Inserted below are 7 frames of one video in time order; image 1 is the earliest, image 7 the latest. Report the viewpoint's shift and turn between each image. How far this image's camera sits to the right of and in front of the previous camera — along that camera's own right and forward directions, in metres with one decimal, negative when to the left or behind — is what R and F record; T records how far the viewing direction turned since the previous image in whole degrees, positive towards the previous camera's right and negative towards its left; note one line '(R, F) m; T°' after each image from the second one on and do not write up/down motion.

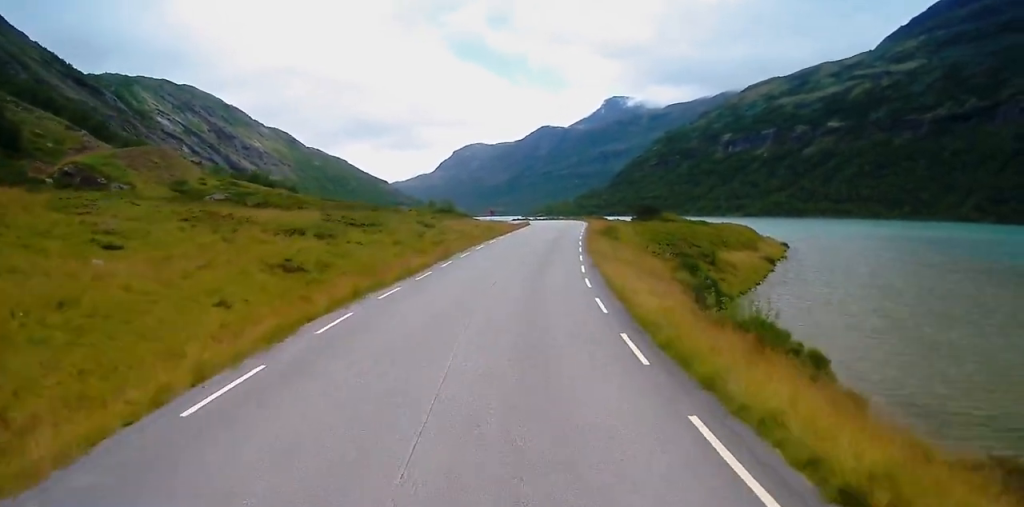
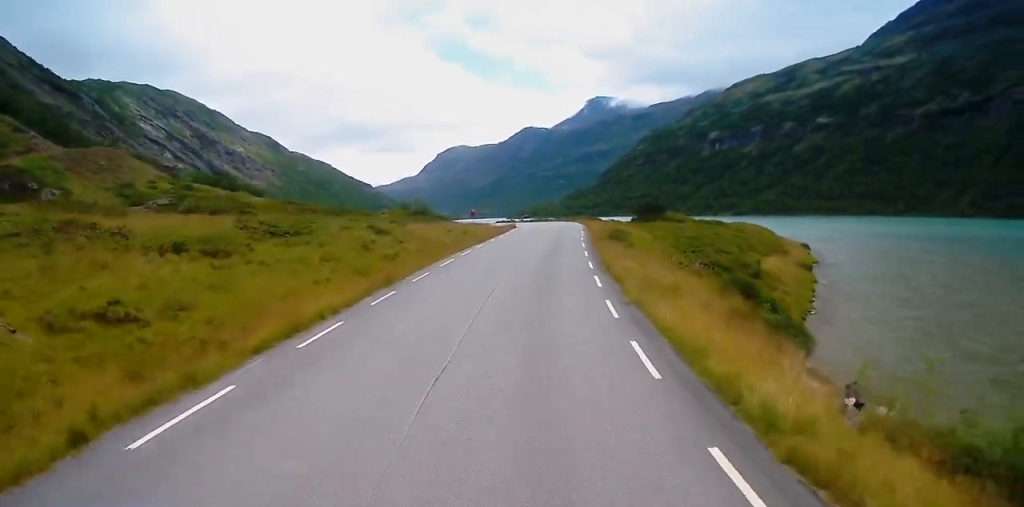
(+0.4, +13.4) m; +2°
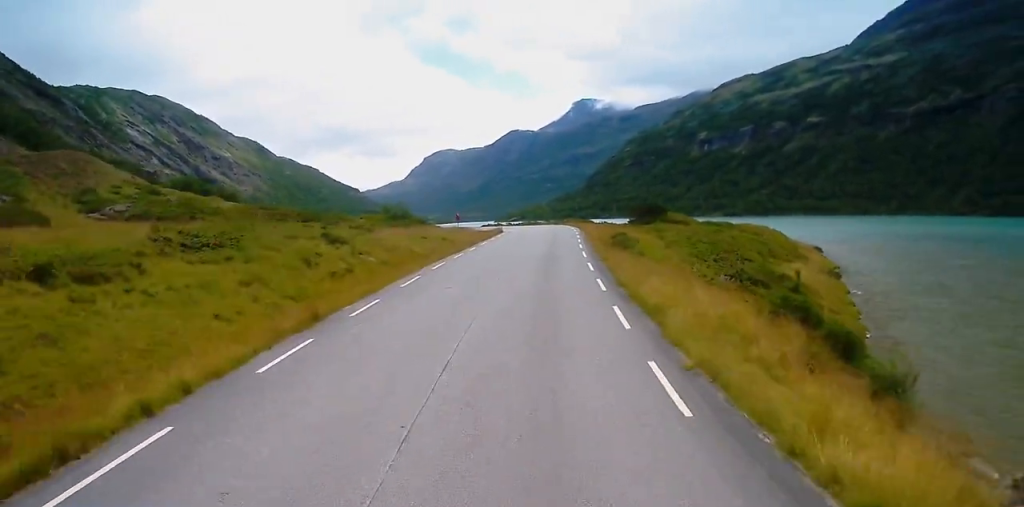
(-0.1, +8.0) m; +1°
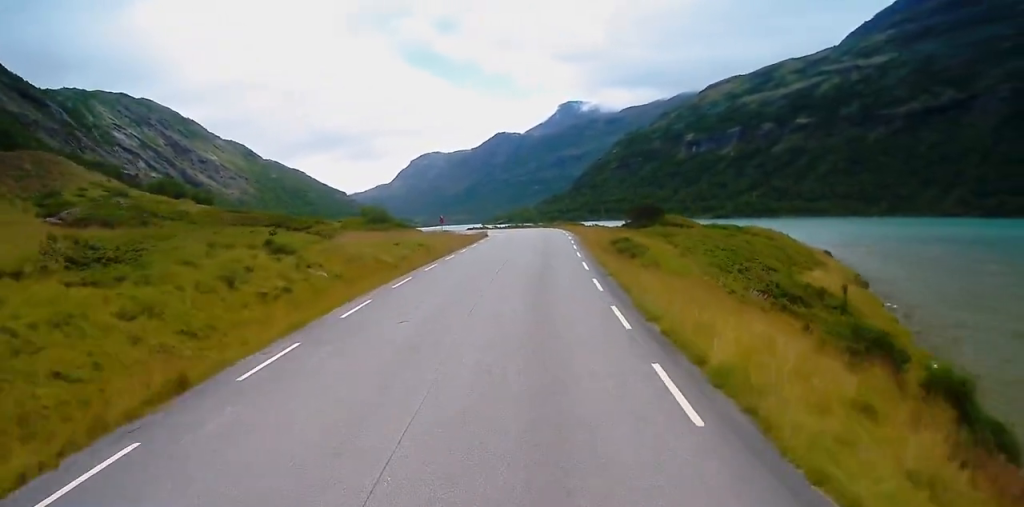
(+0.2, +6.7) m; 0°
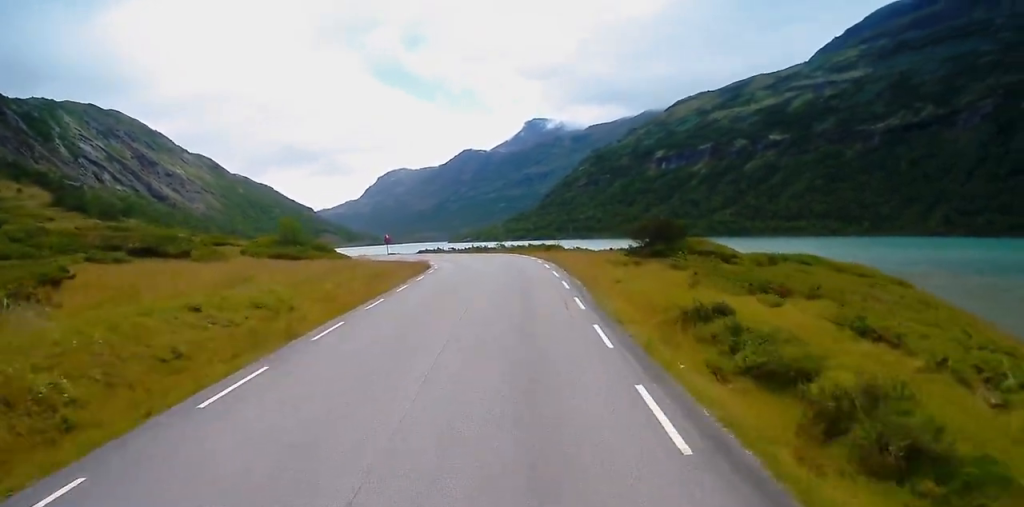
(-0.1, +25.0) m; 0°
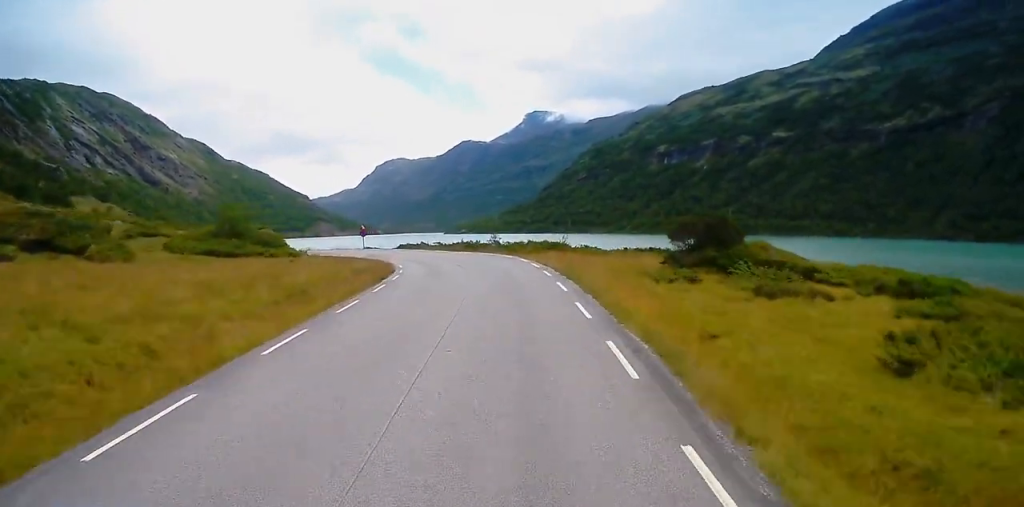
(+0.2, +14.7) m; 0°
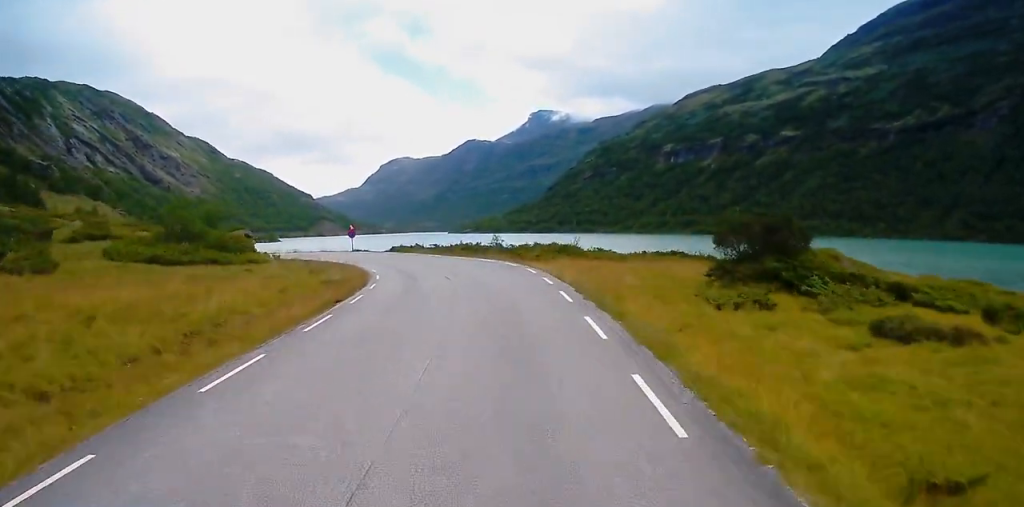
(-0.4, +8.8) m; 0°
